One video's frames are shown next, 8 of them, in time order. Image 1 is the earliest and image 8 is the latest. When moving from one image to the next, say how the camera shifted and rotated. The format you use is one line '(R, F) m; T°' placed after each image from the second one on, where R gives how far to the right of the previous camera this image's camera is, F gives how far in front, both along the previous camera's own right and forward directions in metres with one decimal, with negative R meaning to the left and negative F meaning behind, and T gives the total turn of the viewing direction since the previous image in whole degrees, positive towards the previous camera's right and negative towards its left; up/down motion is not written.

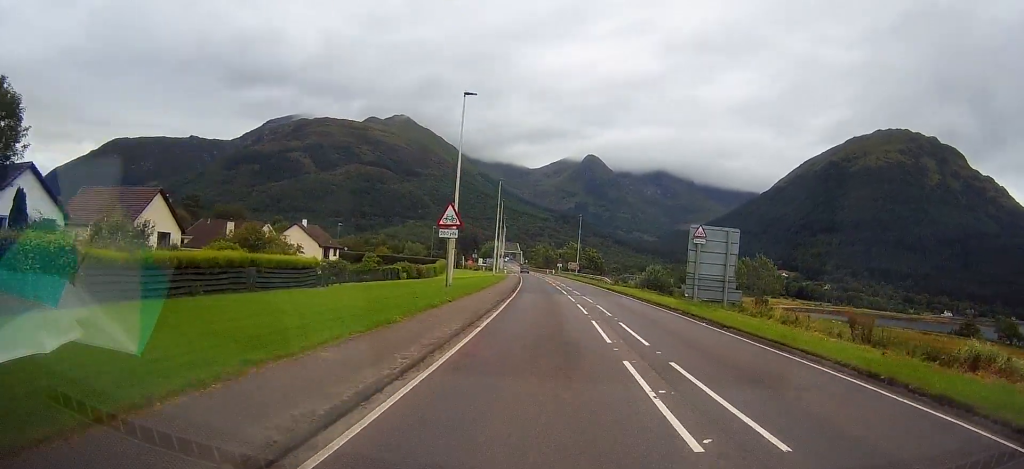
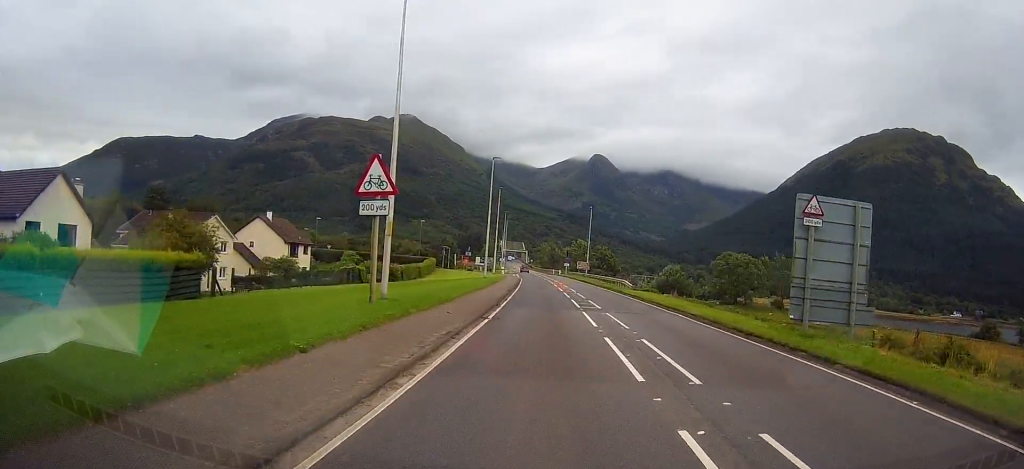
(+0.1, +14.0) m; -1°
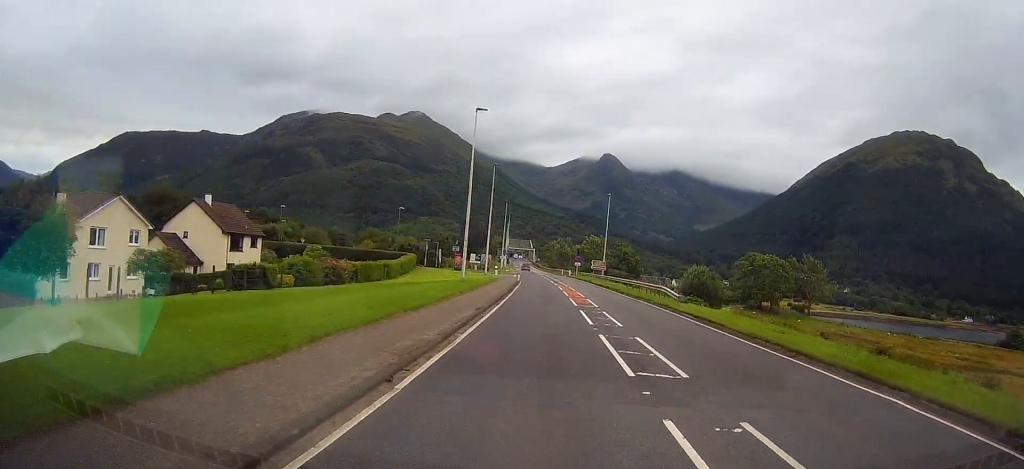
(-0.3, +17.1) m; -1°
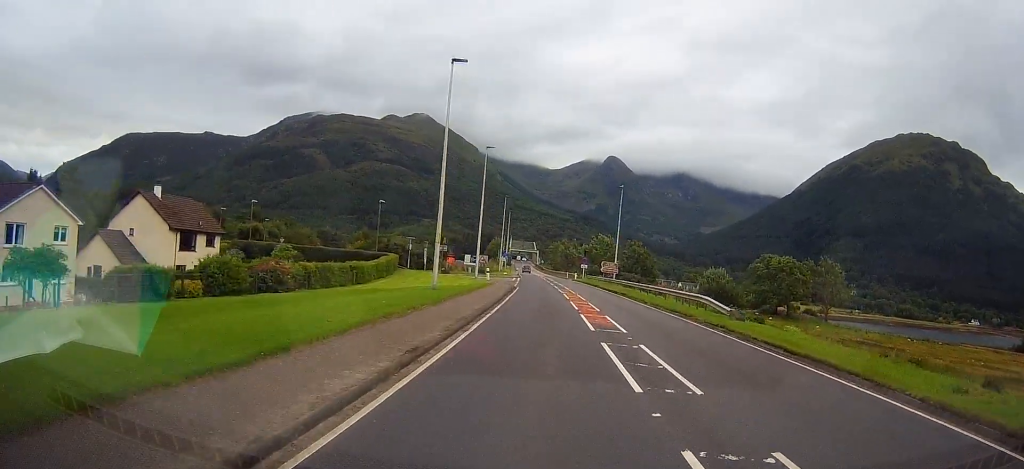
(0.0, +9.9) m; -1°
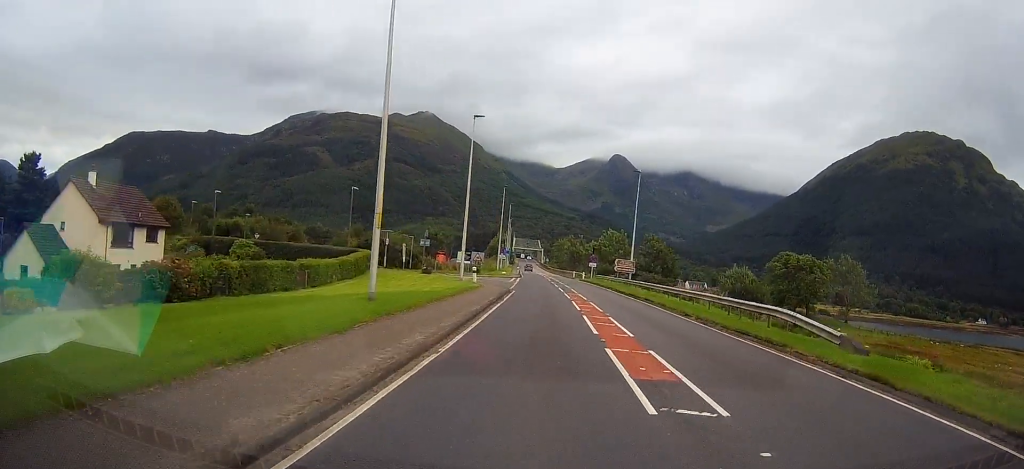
(-0.1, +10.1) m; -1°
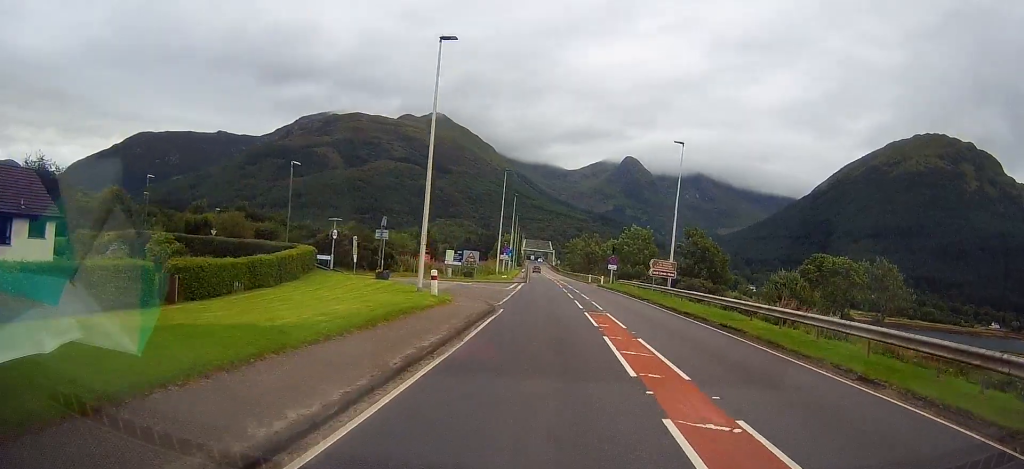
(-0.2, +14.7) m; -1°
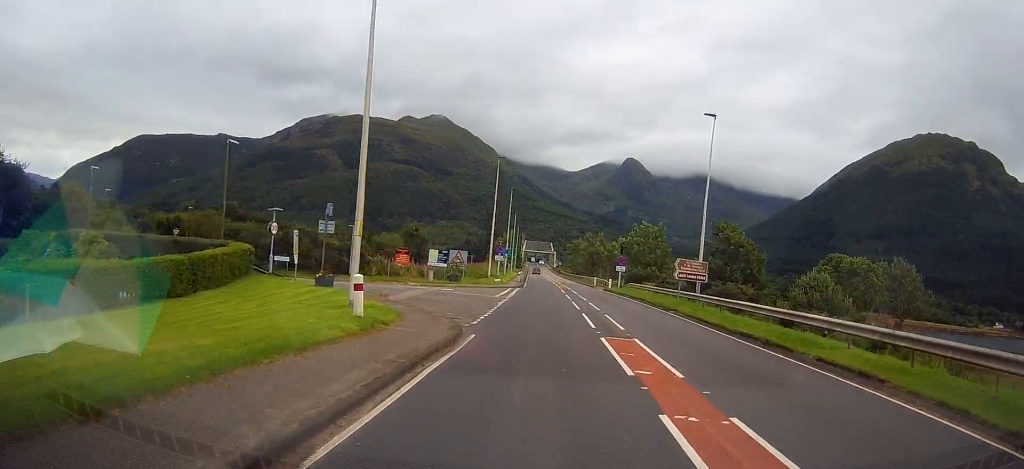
(0.0, +8.4) m; 0°
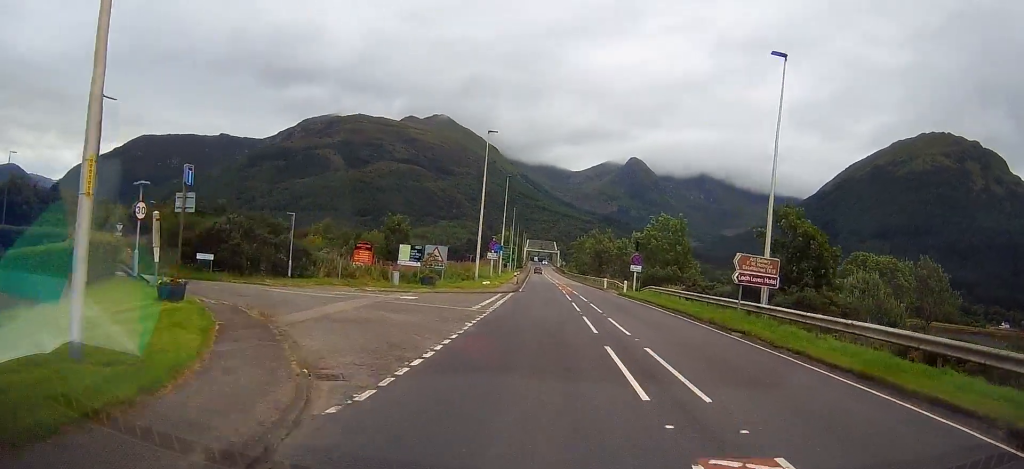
(0.0, +10.7) m; -1°
